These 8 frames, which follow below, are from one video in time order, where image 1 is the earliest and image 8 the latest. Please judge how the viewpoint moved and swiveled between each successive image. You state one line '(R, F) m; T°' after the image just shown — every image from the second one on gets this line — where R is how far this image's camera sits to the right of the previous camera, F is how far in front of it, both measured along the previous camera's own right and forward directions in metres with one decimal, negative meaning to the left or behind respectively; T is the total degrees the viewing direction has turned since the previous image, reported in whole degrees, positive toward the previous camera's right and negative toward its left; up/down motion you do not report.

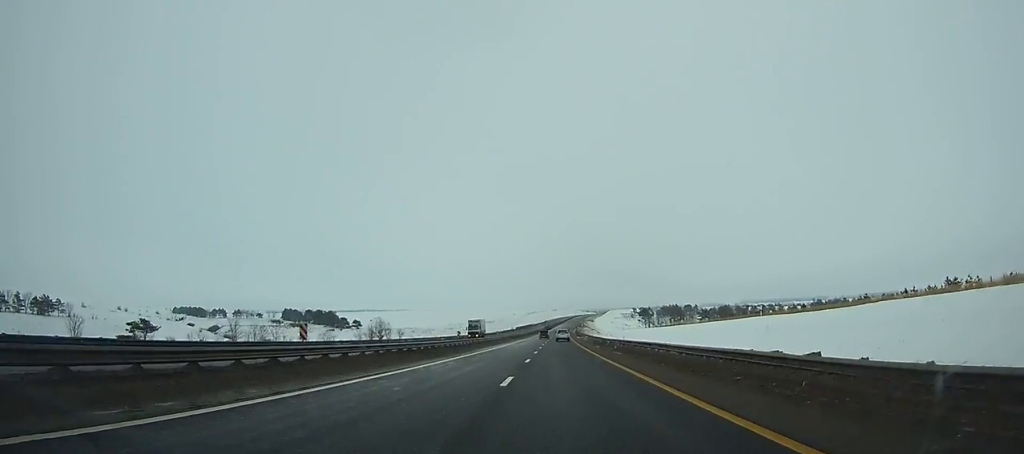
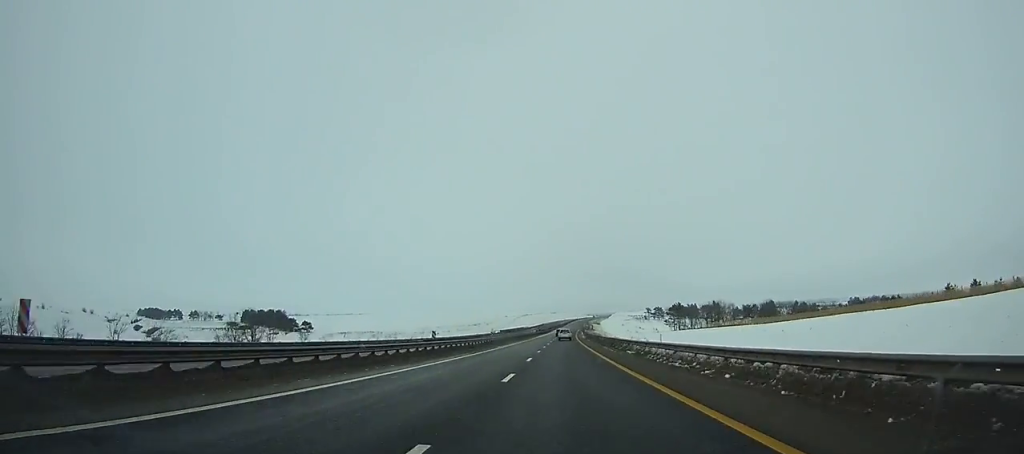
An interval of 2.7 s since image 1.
(+0.2, +68.2) m; +1°
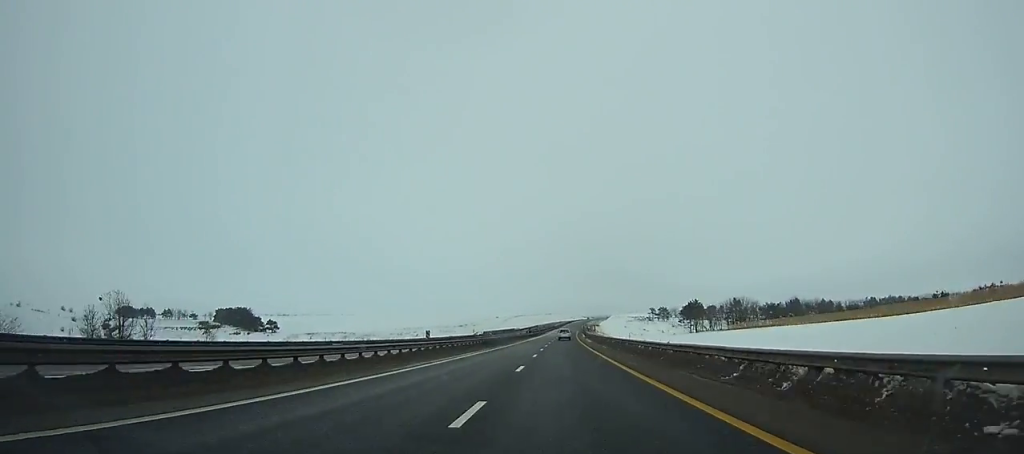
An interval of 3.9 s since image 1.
(+0.1, +30.6) m; 0°
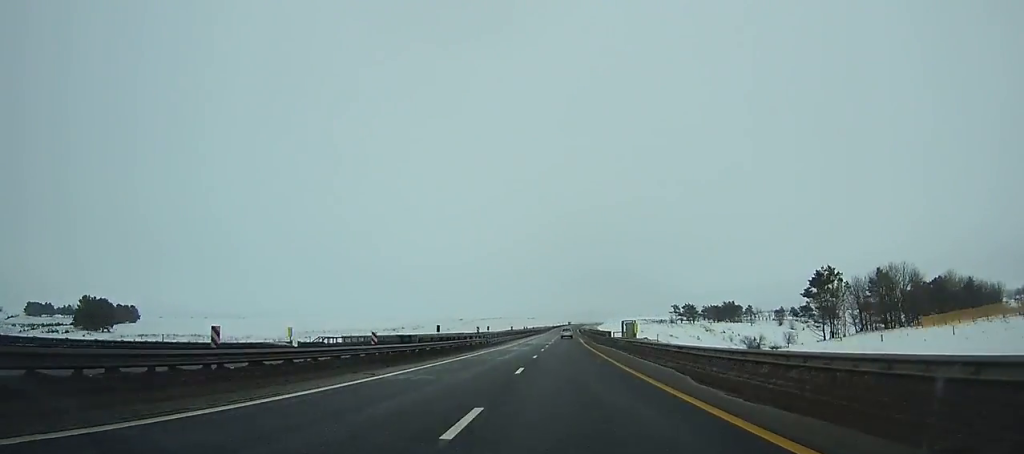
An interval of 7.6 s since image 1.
(+1.1, +94.5) m; +1°
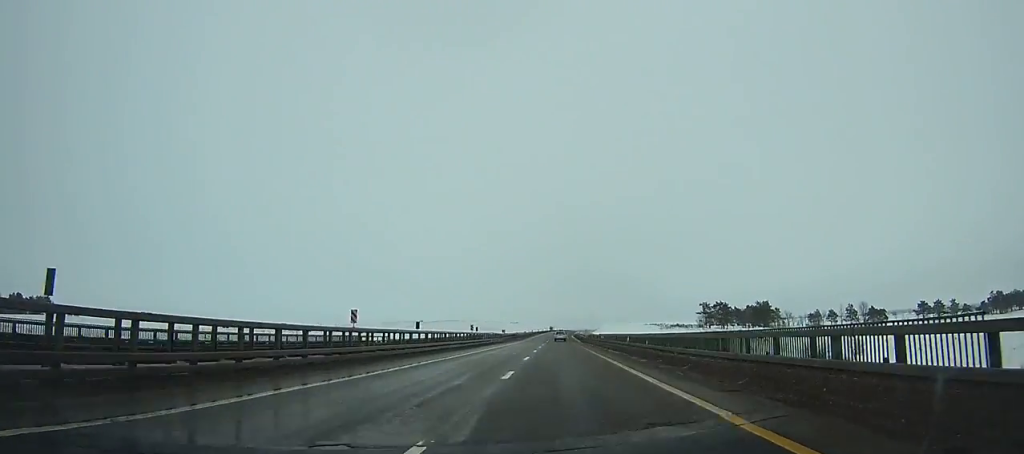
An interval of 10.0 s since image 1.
(+0.5, +61.7) m; +1°
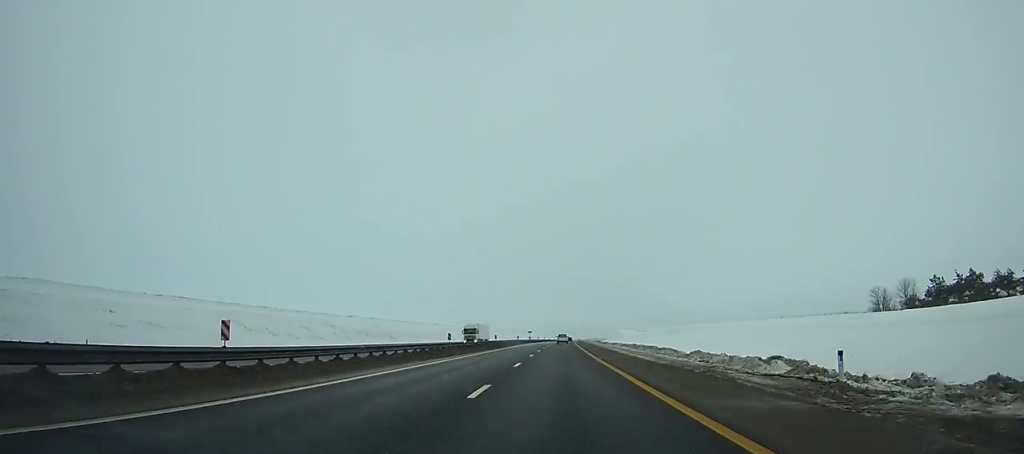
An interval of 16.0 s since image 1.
(+2.3, +155.2) m; +2°
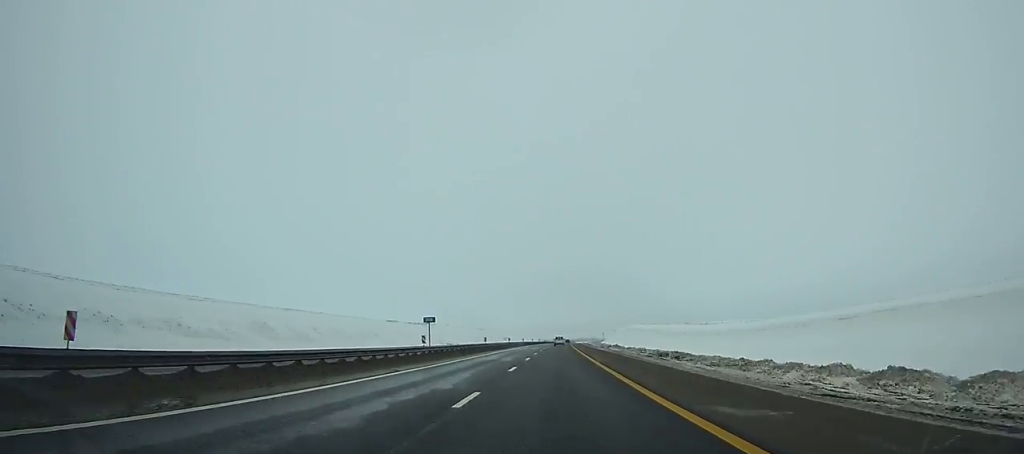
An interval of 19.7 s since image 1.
(+1.2, +96.6) m; +1°
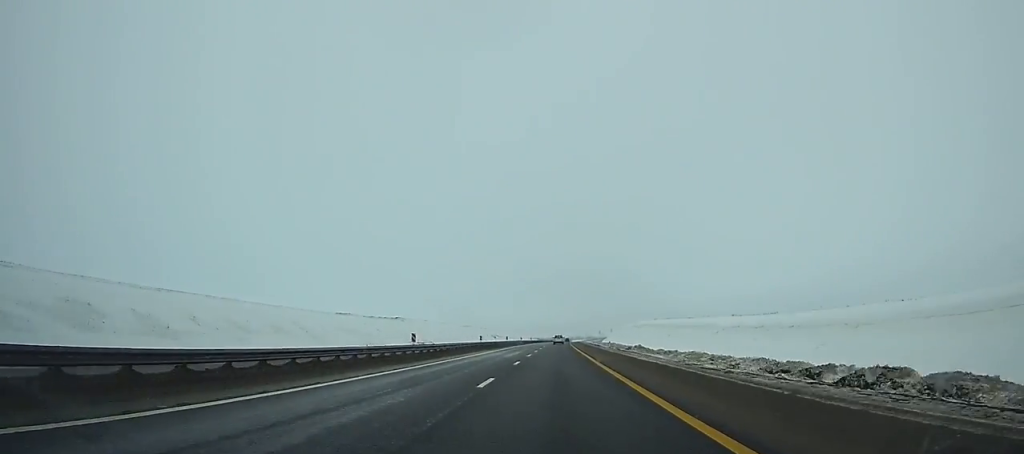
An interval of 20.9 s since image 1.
(0.0, +31.4) m; 0°
